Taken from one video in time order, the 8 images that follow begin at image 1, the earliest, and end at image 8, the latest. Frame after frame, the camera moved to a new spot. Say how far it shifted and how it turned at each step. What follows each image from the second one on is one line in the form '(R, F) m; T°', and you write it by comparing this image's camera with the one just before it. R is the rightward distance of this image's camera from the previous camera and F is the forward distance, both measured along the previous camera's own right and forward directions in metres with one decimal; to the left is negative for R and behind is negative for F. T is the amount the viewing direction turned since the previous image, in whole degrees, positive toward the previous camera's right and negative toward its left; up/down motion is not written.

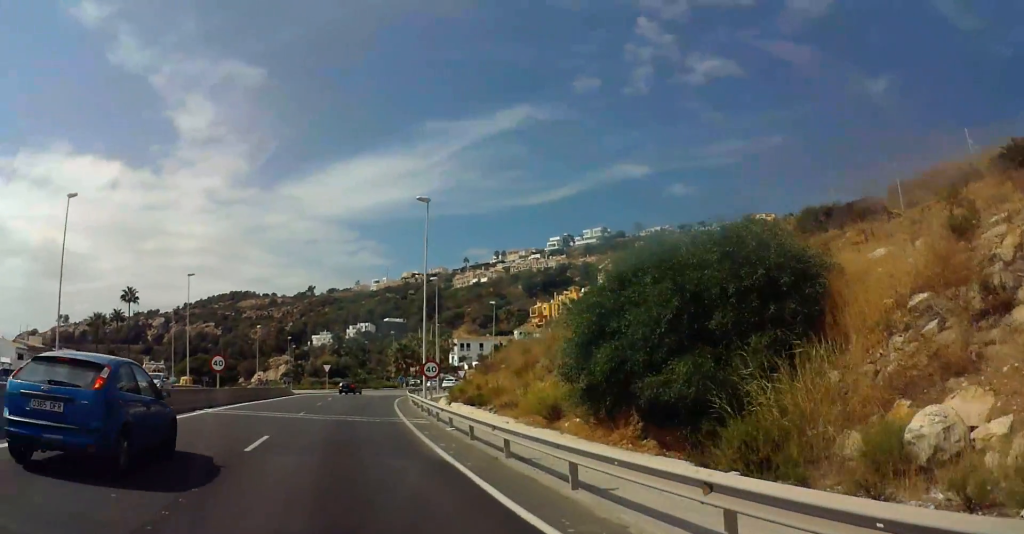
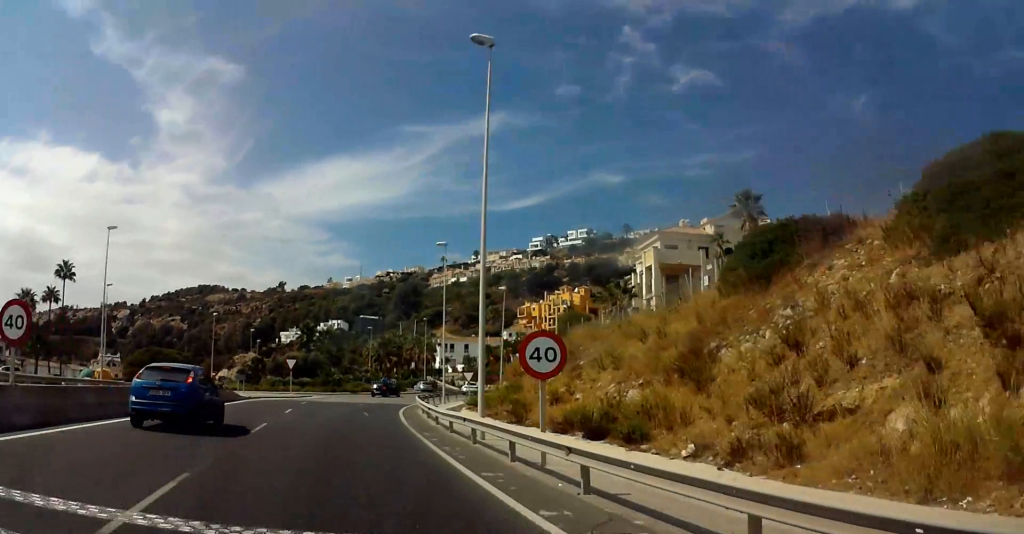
(+0.9, +20.7) m; +5°
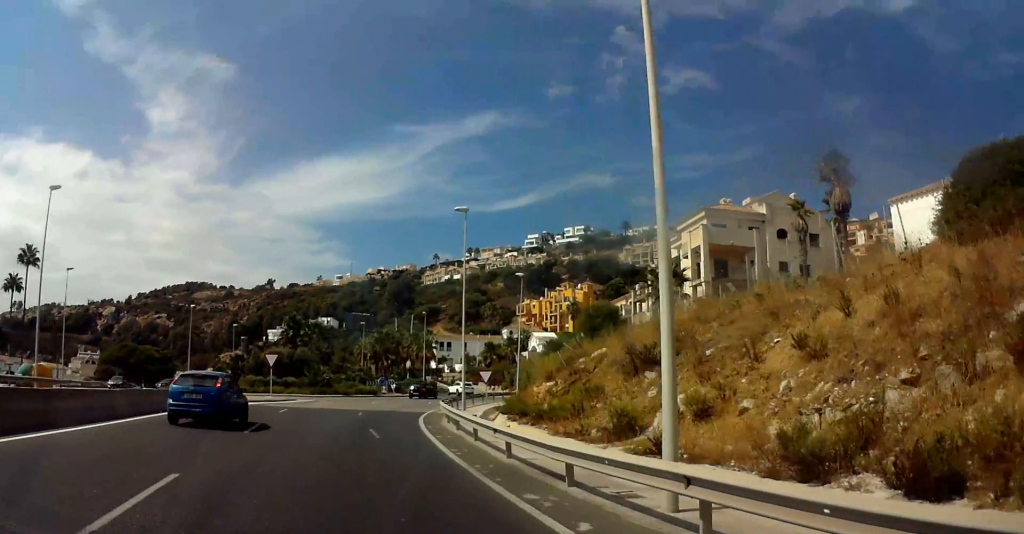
(+0.3, +12.0) m; +2°
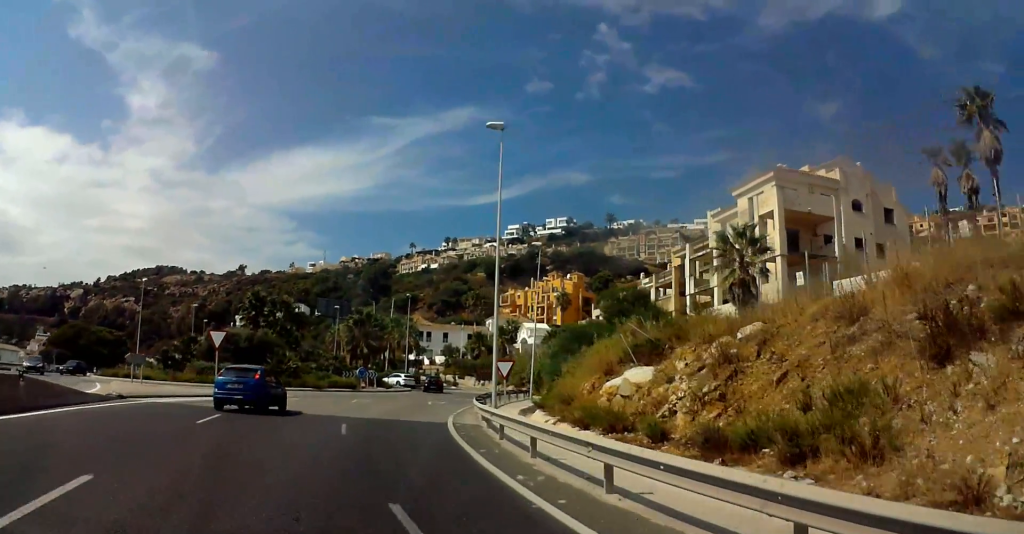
(+0.1, +13.0) m; 0°
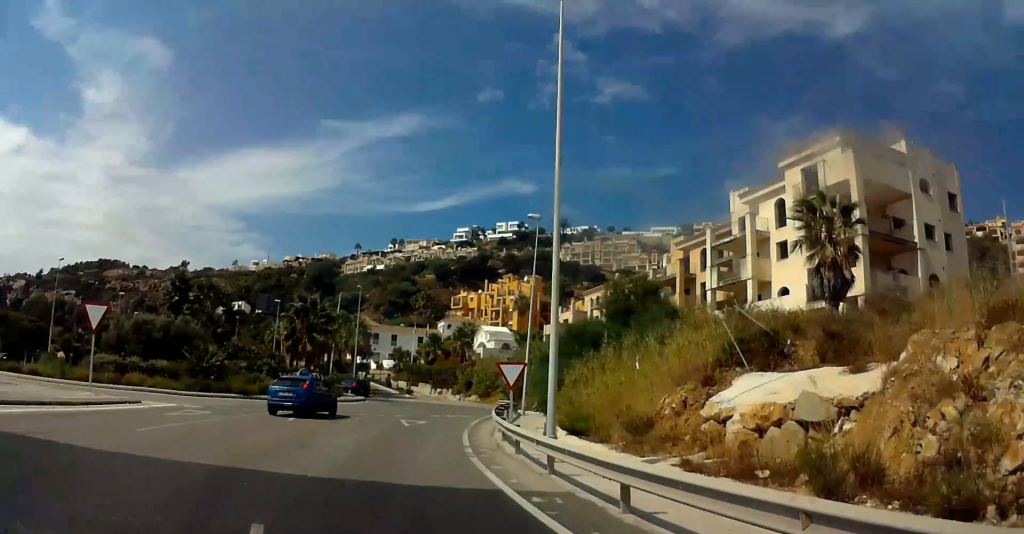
(-0.2, +13.0) m; -3°
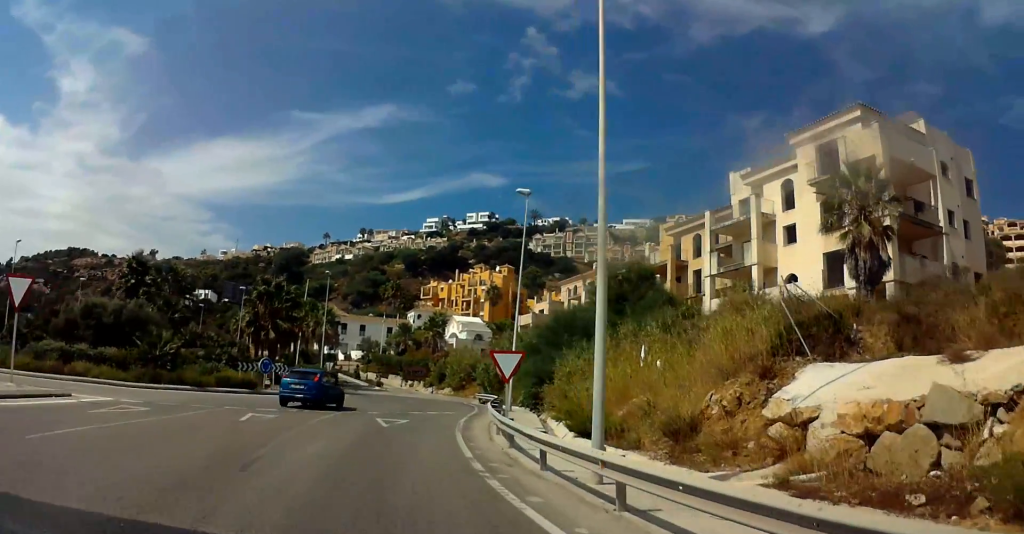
(-0.2, +4.3) m; 0°
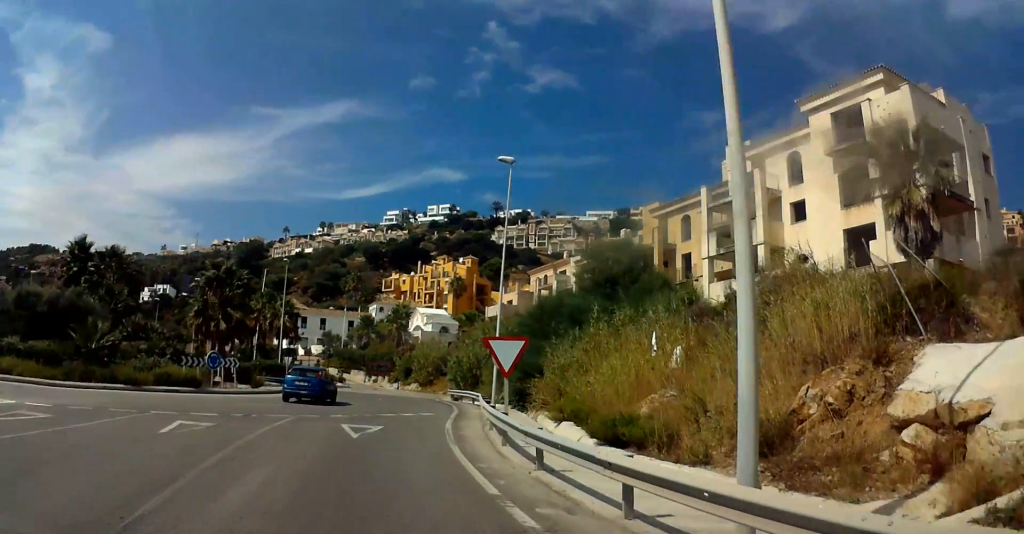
(-0.1, +5.0) m; +1°
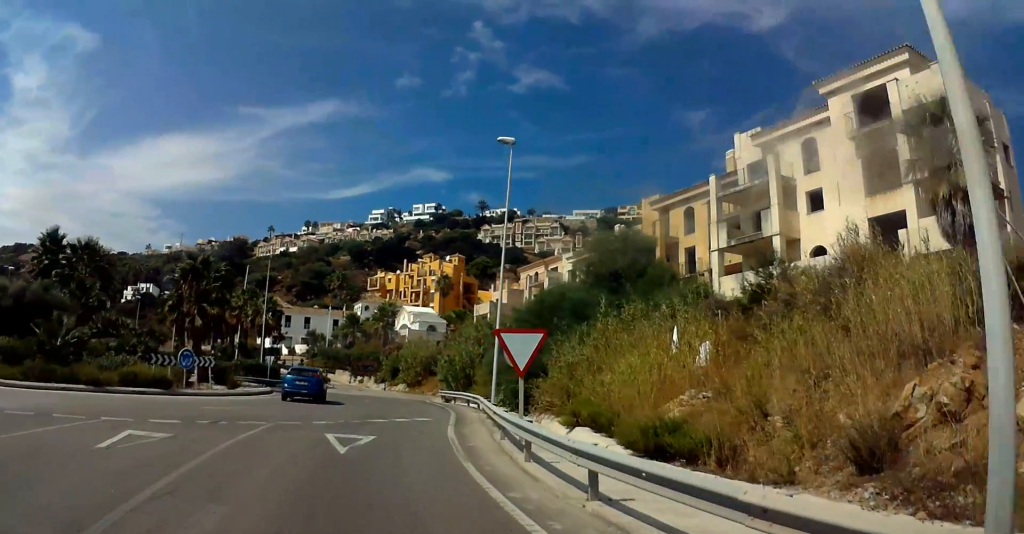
(+0.1, +2.9) m; +2°
